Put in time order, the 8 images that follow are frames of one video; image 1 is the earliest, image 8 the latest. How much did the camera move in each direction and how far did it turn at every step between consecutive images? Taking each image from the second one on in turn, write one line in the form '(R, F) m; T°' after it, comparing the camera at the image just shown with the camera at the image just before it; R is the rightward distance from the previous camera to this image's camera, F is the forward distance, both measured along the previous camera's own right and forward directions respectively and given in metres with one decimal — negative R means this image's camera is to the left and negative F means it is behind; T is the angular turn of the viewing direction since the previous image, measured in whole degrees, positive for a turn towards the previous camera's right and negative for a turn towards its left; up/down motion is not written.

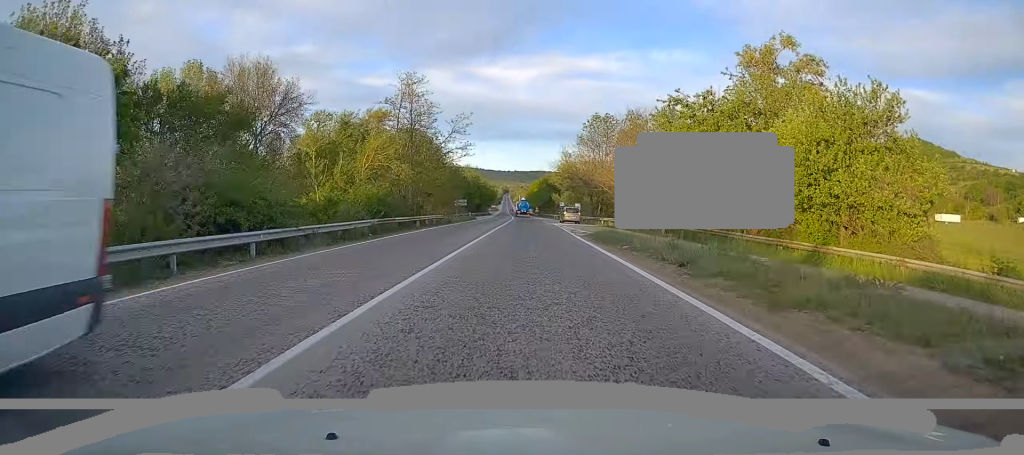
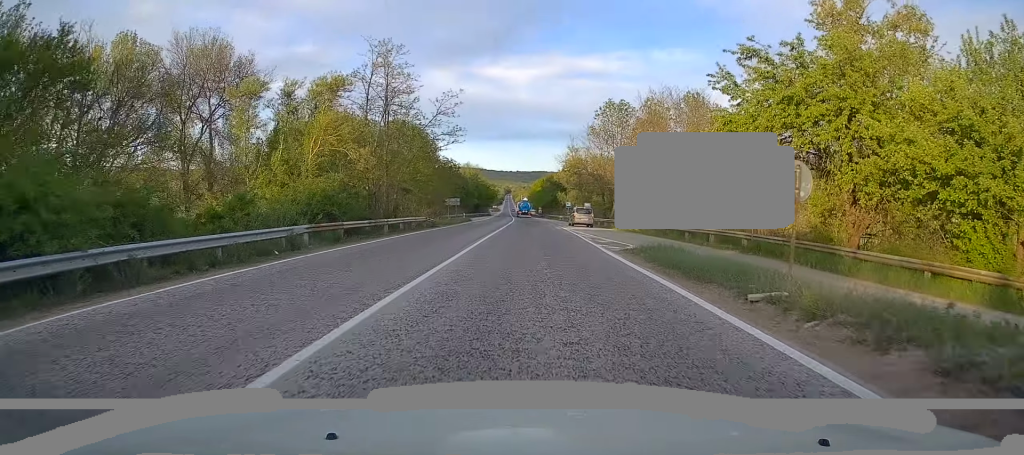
(-0.2, +10.1) m; -1°
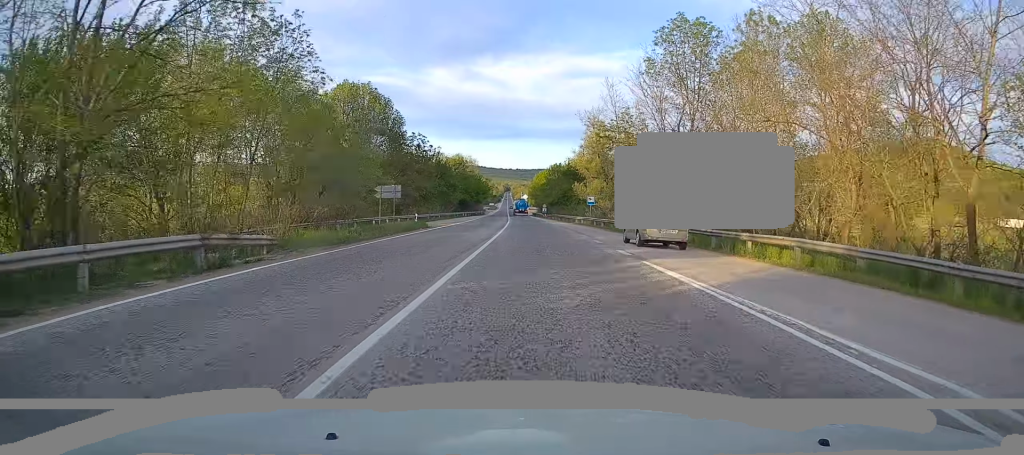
(-0.1, +30.1) m; +1°
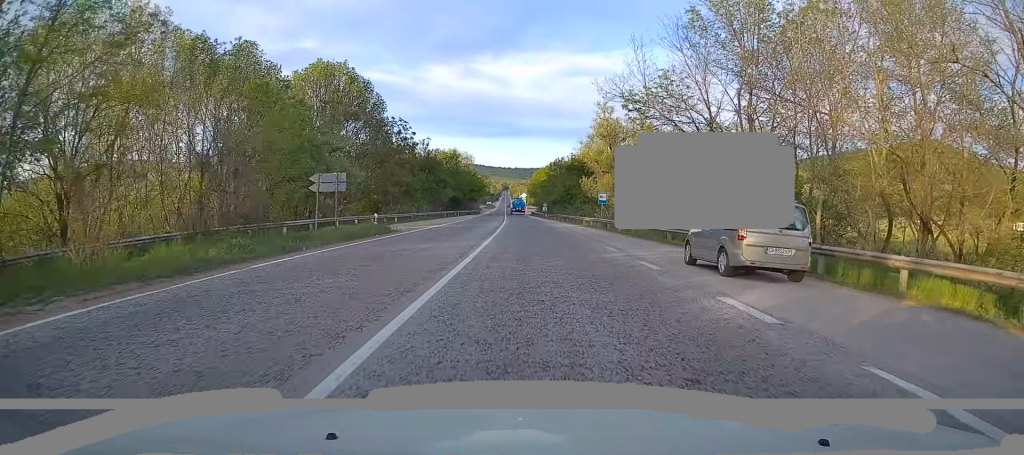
(+0.2, +9.9) m; 0°
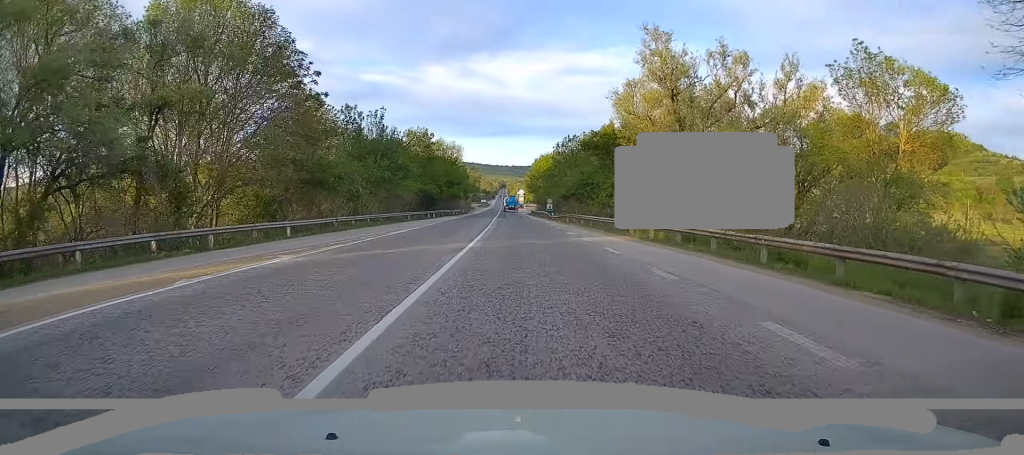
(-0.3, +26.0) m; 0°
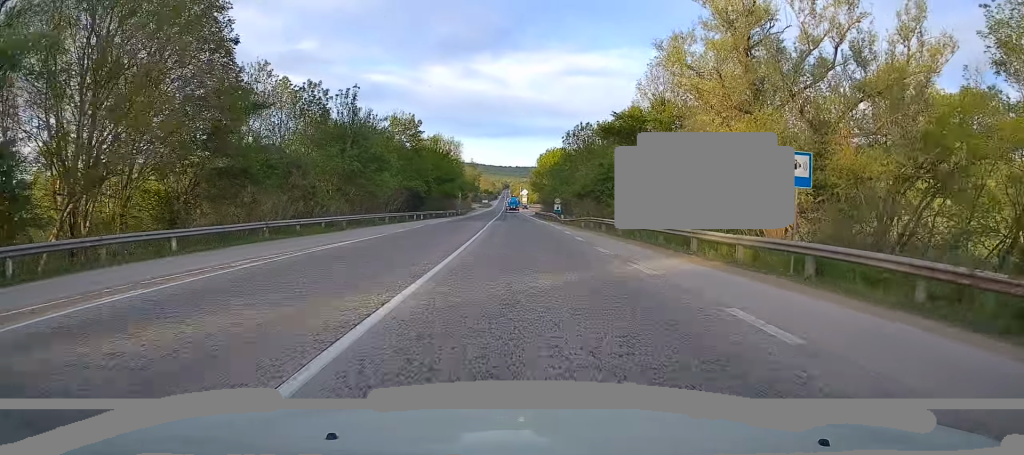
(+0.2, +11.1) m; 0°
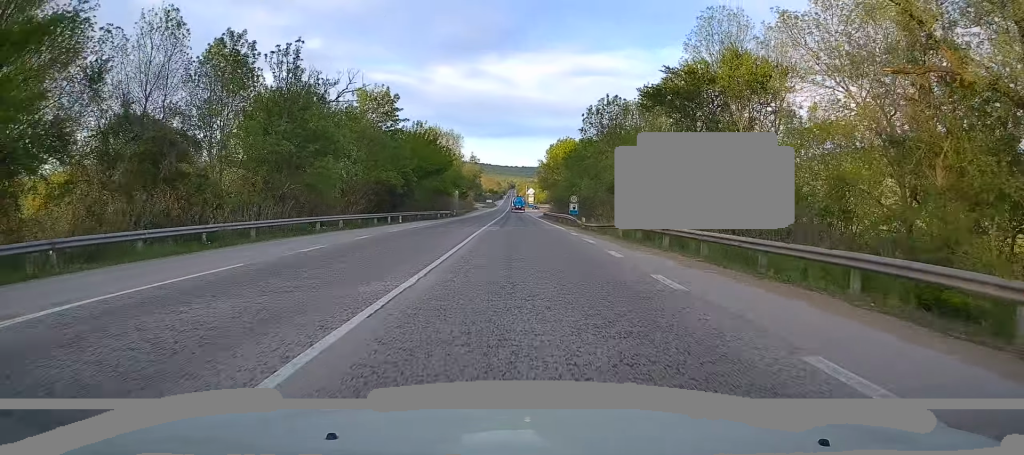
(-0.1, +14.2) m; -1°
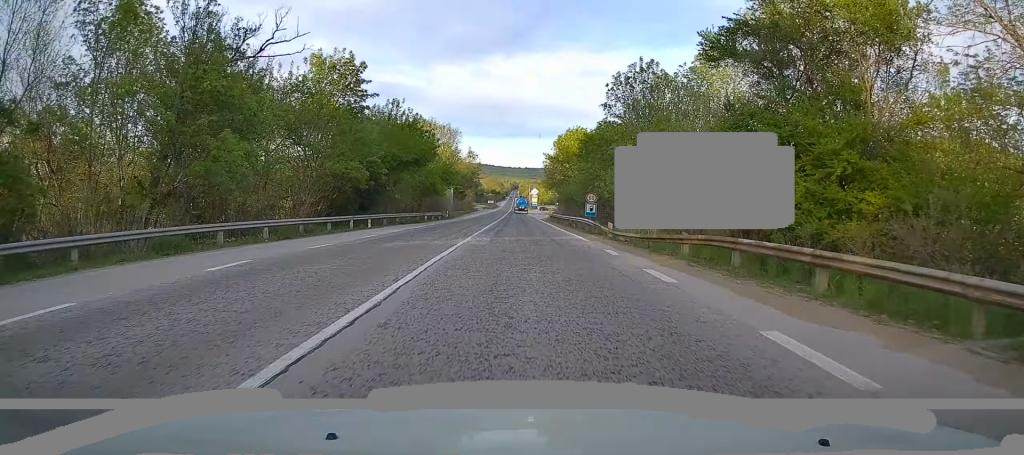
(-0.1, +11.1) m; -1°
